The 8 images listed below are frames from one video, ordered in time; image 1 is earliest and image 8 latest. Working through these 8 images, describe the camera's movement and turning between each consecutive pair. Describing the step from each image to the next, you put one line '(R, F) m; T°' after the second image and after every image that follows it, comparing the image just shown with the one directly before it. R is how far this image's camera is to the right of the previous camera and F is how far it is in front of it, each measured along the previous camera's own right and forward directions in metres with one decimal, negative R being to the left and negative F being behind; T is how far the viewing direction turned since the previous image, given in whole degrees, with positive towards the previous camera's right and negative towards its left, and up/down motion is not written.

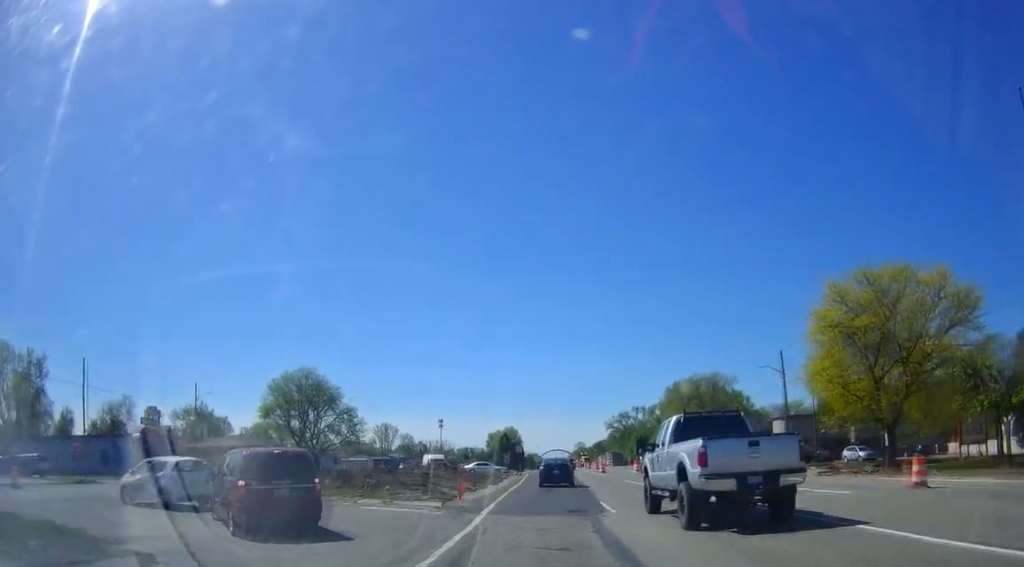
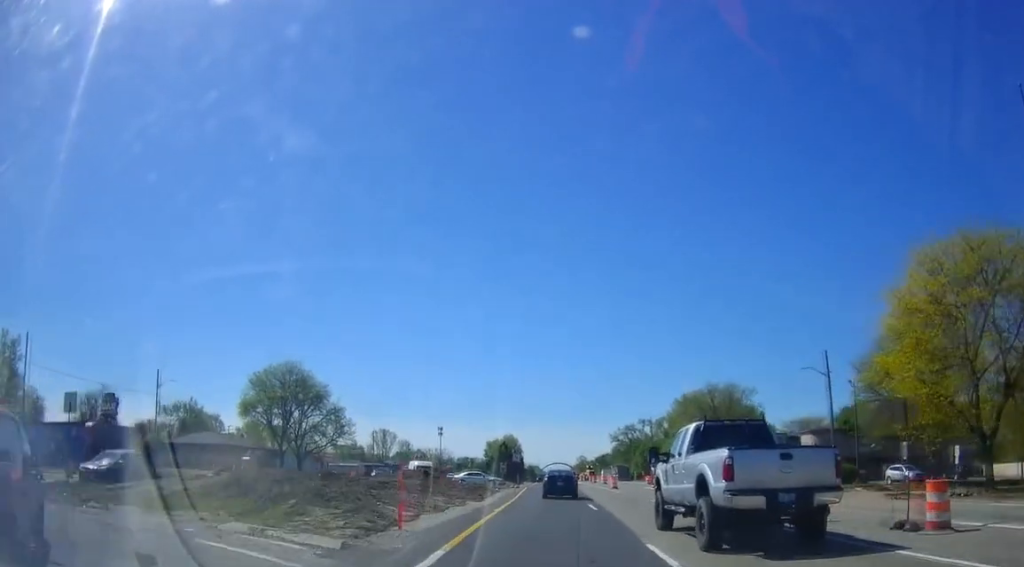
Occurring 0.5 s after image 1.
(+0.2, +8.9) m; -1°
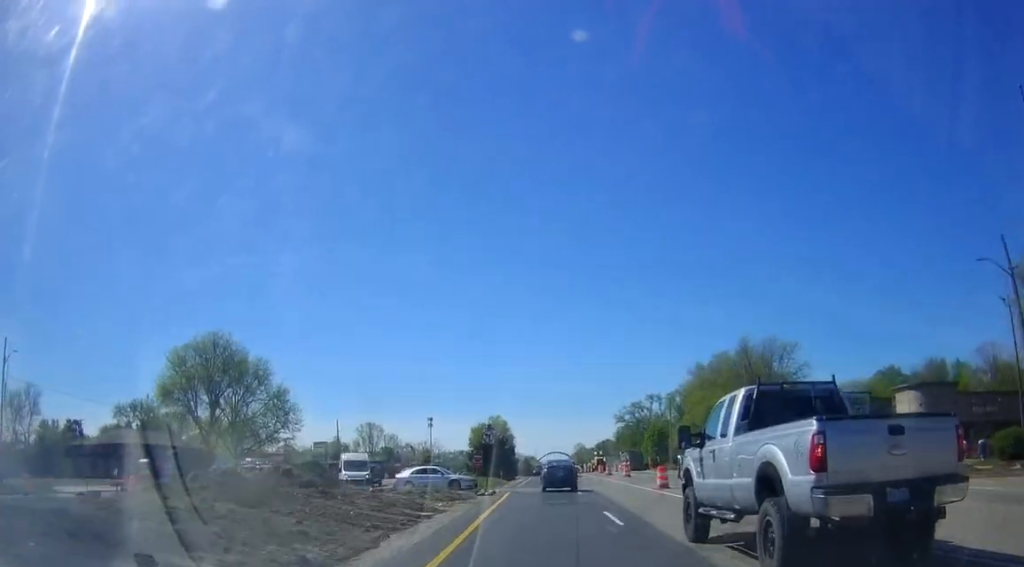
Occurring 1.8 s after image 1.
(-0.6, +22.6) m; -1°
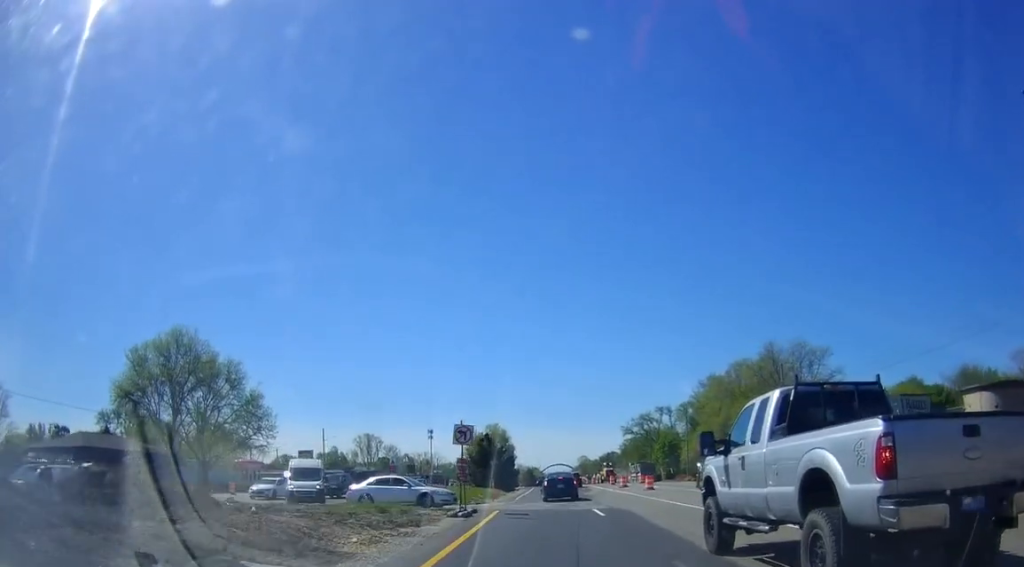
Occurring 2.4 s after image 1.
(+0.3, +9.9) m; 0°
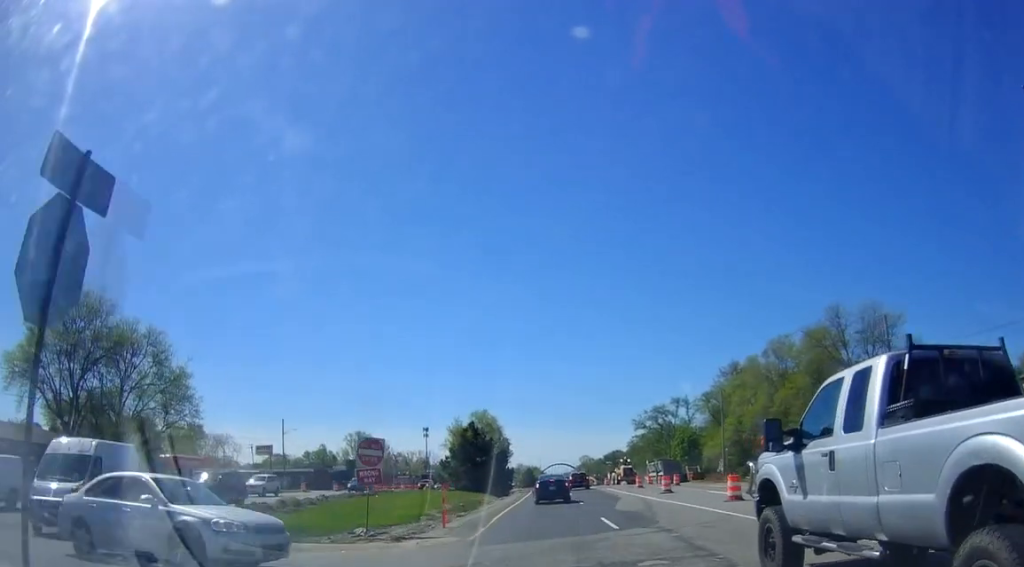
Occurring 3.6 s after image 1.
(0.0, +19.0) m; 0°
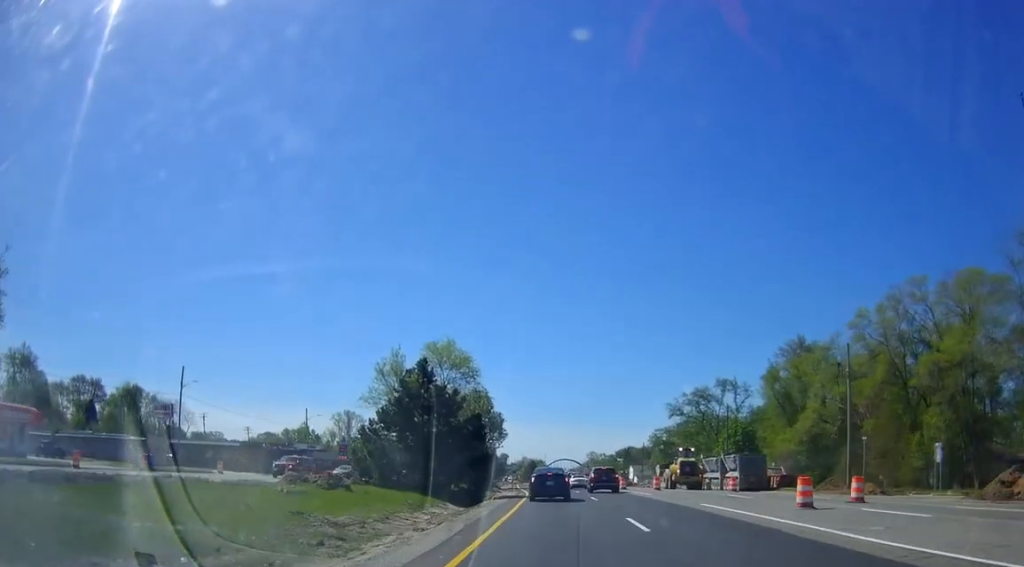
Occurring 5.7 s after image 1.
(+0.7, +27.9) m; +2°
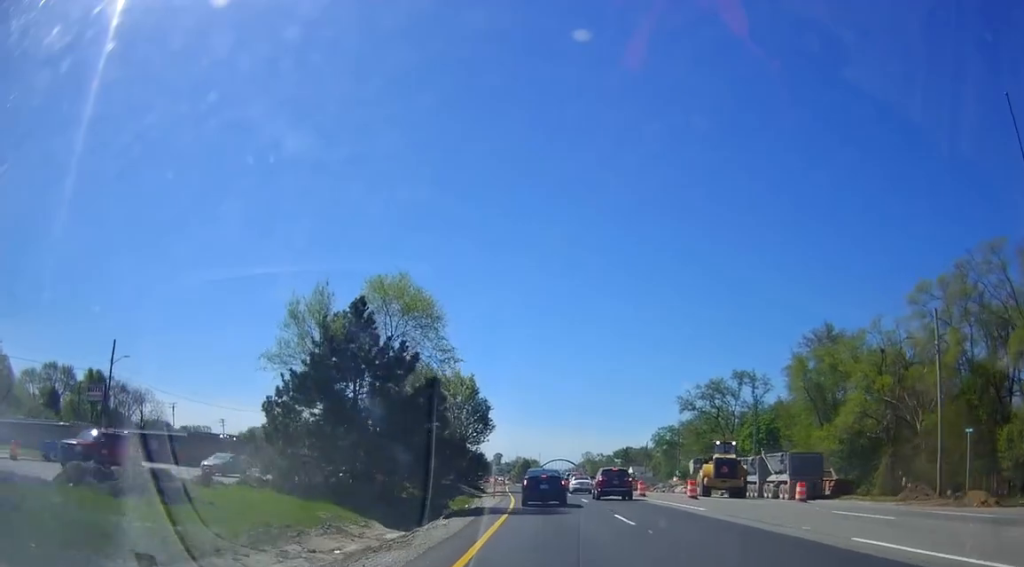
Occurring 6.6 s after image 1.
(0.0, +10.6) m; -1°
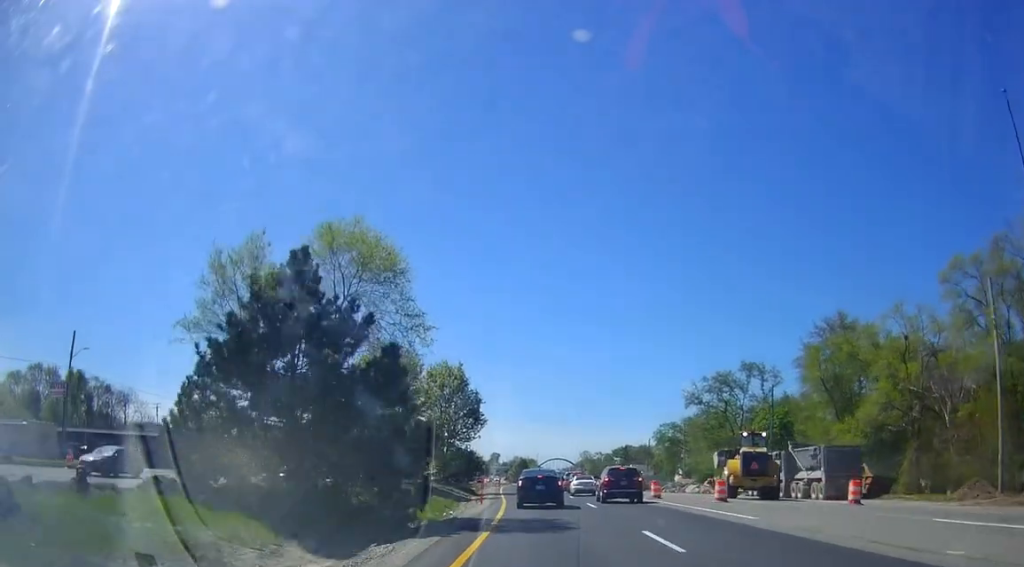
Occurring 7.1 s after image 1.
(0.0, +5.4) m; 0°
